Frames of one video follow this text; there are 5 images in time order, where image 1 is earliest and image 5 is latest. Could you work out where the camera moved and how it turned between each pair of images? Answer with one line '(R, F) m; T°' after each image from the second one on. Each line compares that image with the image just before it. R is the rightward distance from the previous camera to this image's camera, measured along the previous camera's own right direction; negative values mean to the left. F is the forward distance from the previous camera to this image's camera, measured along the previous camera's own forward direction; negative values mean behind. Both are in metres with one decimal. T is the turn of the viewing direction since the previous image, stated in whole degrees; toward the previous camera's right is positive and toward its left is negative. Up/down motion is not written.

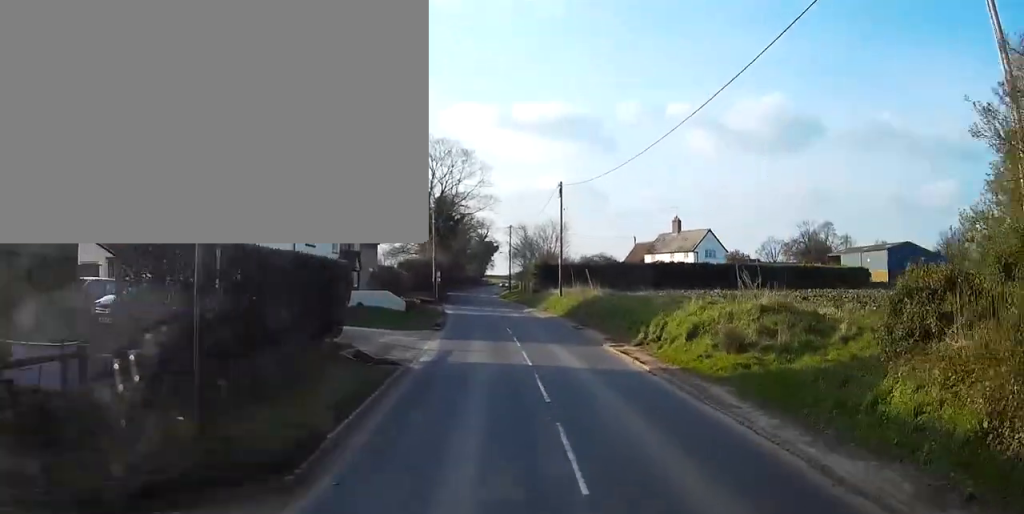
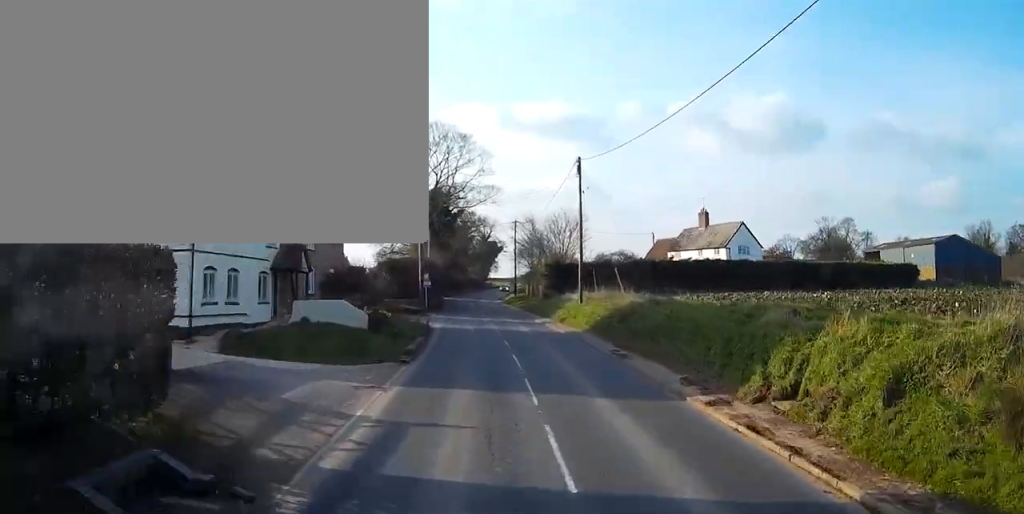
(+0.1, +12.0) m; 0°
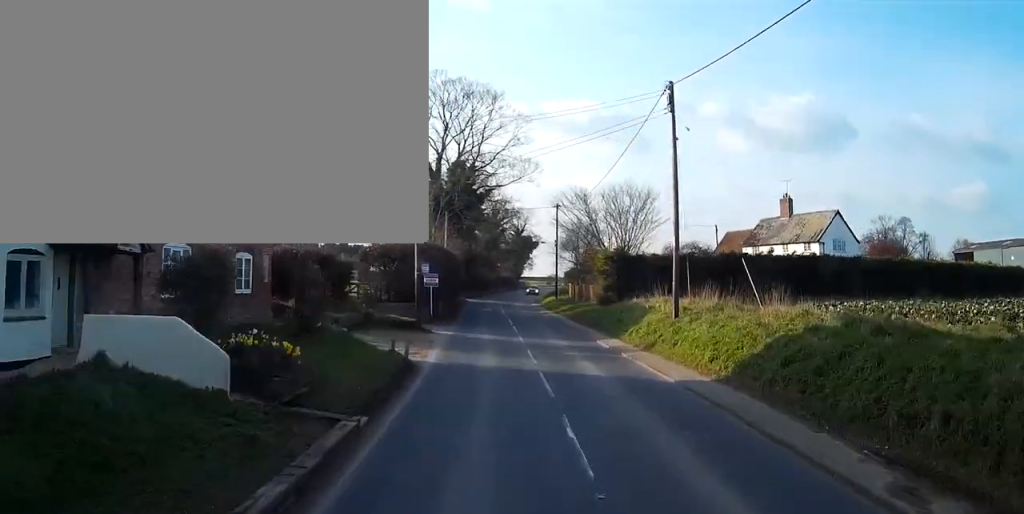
(-0.2, +16.7) m; -2°
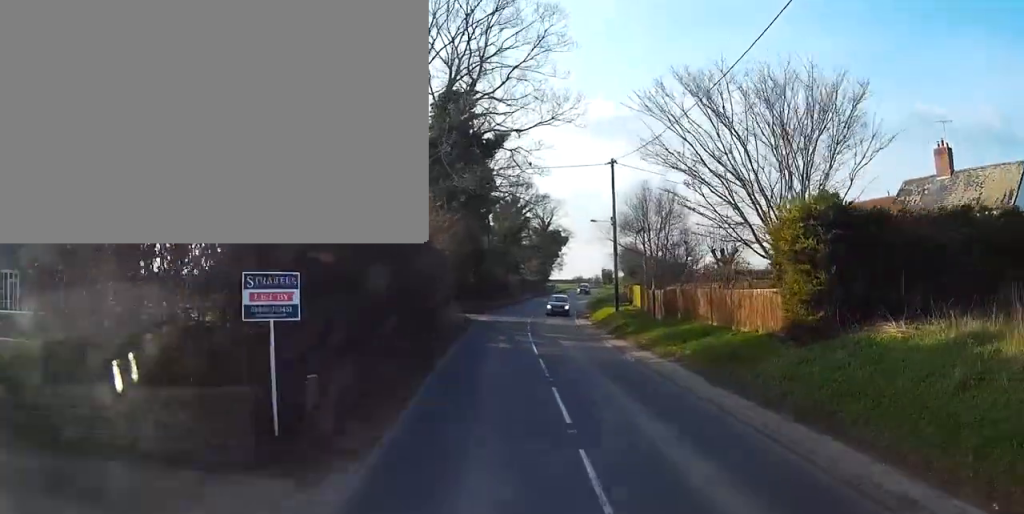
(-0.8, +26.8) m; -2°
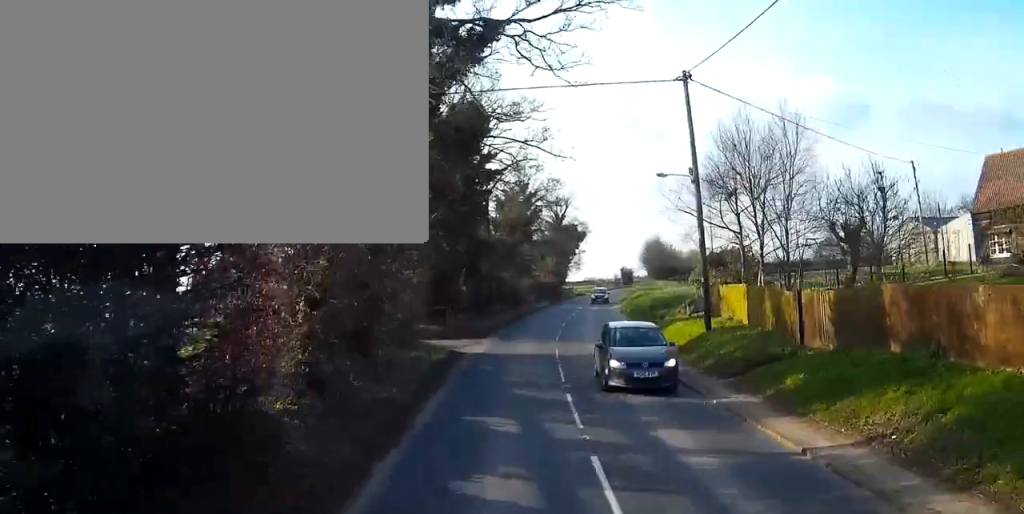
(0.0, +18.6) m; 0°
